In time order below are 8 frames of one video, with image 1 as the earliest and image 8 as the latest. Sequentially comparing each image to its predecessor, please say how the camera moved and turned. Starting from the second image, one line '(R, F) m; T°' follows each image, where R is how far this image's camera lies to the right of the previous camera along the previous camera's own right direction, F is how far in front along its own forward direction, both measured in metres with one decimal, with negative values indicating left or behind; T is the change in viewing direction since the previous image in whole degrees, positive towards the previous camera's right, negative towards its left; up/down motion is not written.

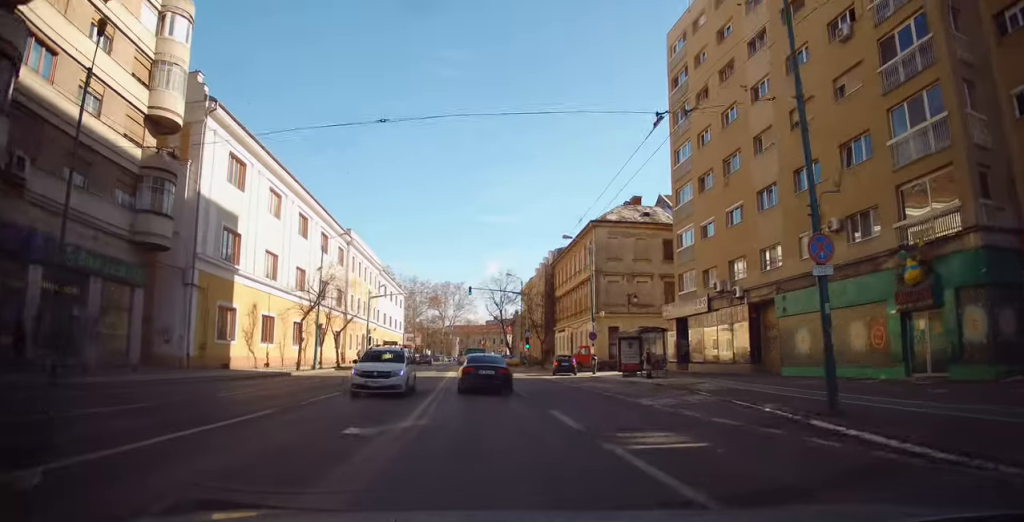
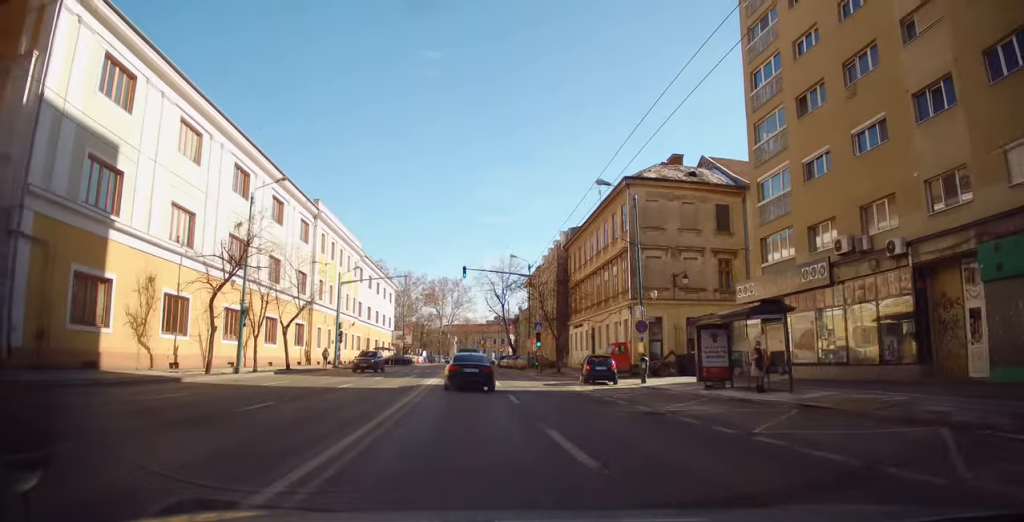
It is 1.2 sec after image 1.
(+0.7, +11.8) m; +2°
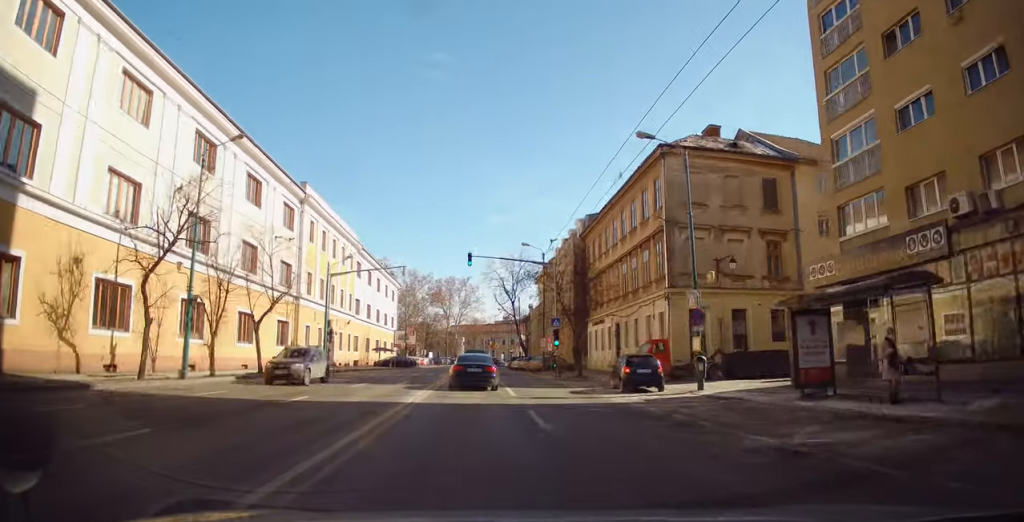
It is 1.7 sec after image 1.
(-0.5, +5.8) m; 0°
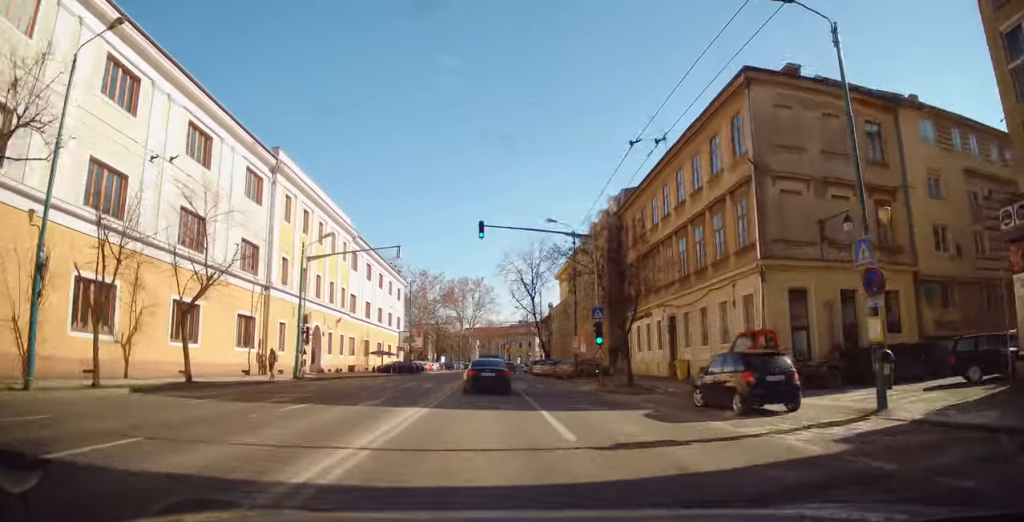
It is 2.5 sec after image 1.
(+0.8, +8.6) m; -1°
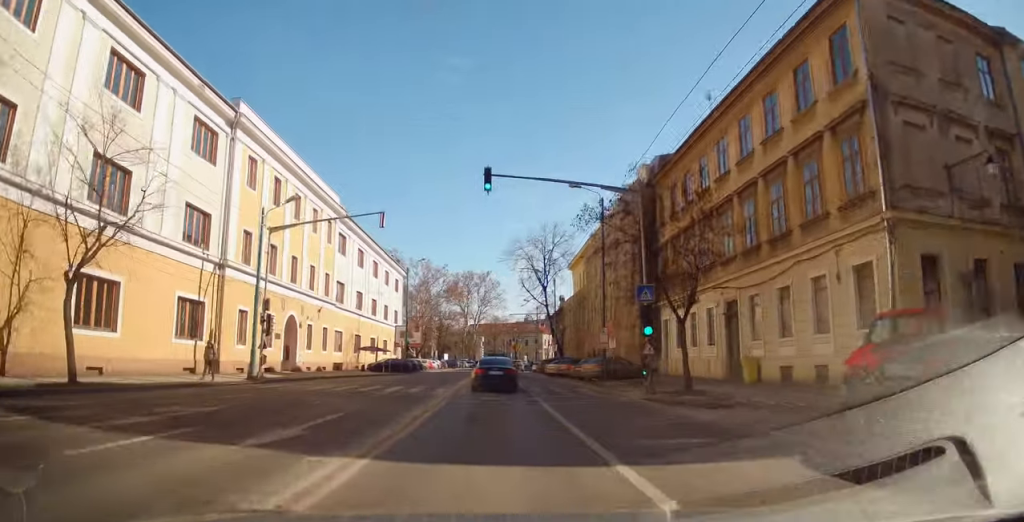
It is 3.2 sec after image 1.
(-0.4, +7.1) m; -1°
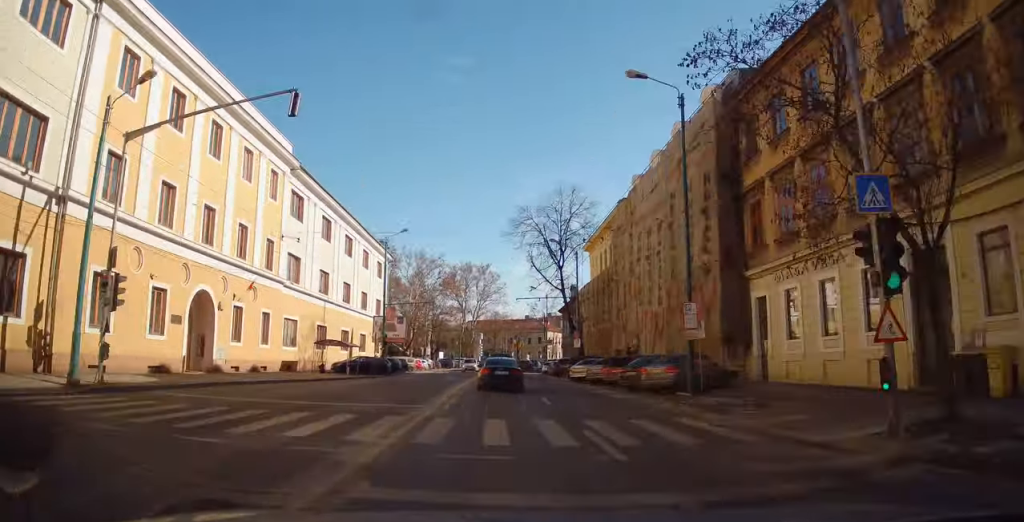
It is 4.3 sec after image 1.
(-0.3, +12.8) m; 0°
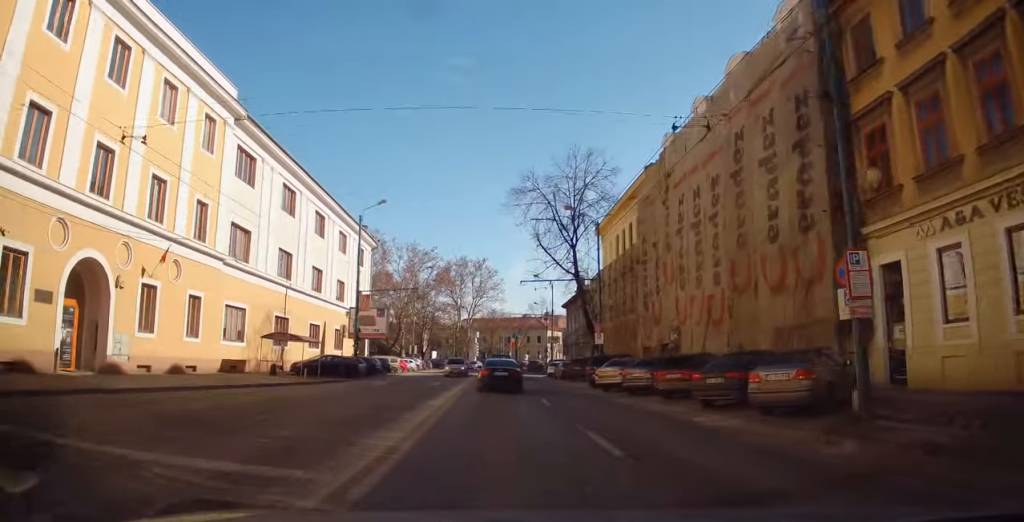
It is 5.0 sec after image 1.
(+0.2, +8.5) m; +1°
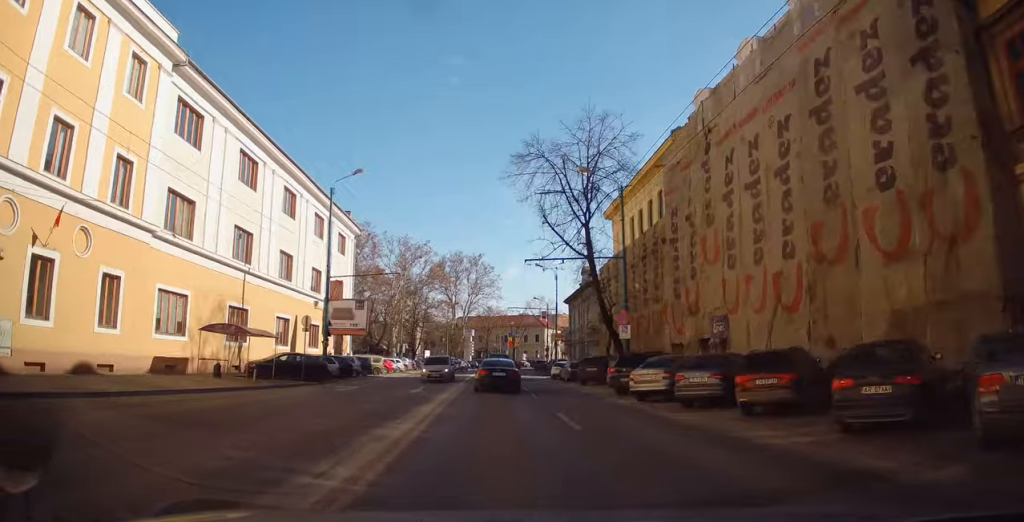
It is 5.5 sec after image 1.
(0.0, +6.2) m; 0°
